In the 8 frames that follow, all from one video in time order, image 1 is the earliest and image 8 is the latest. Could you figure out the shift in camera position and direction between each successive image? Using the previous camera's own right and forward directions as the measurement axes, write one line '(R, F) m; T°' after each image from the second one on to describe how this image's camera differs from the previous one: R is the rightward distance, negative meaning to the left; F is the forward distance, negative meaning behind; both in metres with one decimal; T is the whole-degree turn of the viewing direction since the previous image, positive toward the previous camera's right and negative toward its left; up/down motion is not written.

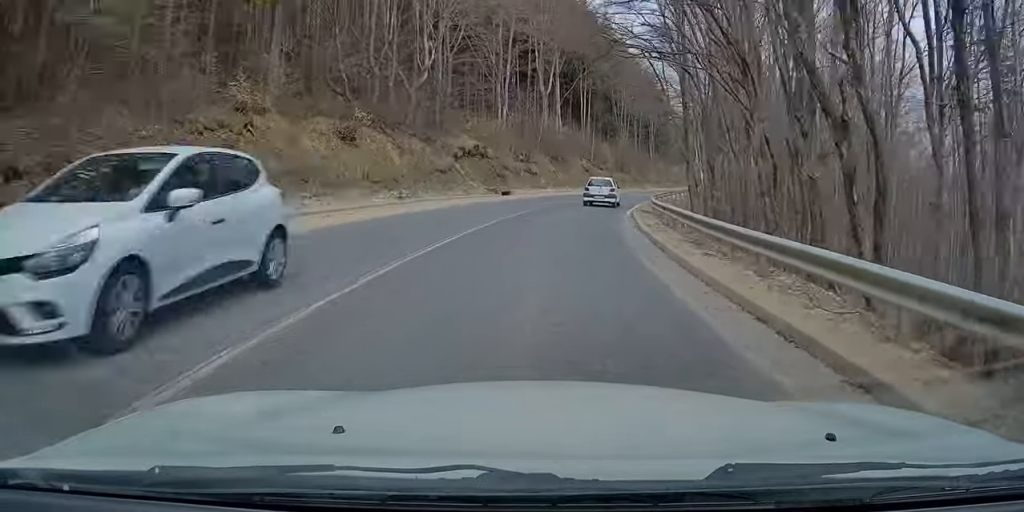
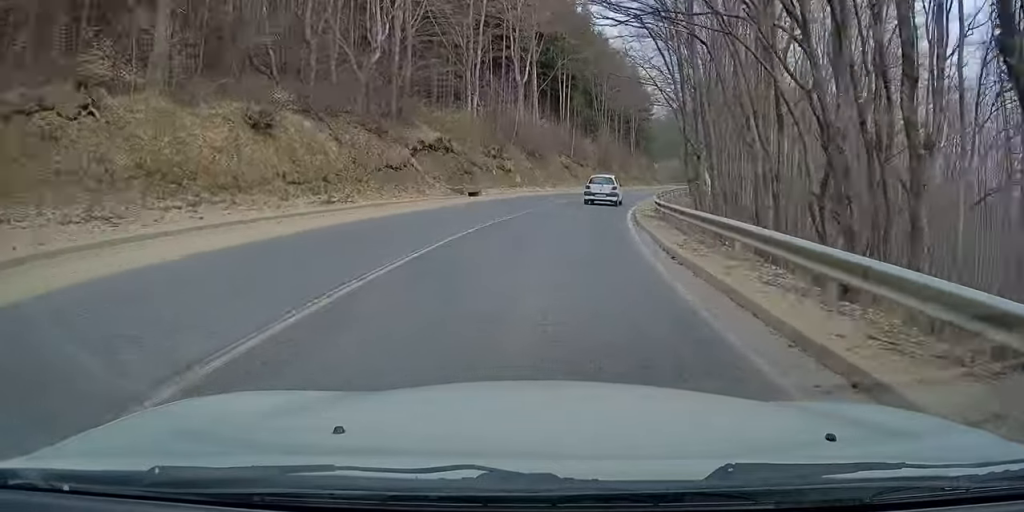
(+0.1, +6.1) m; +2°
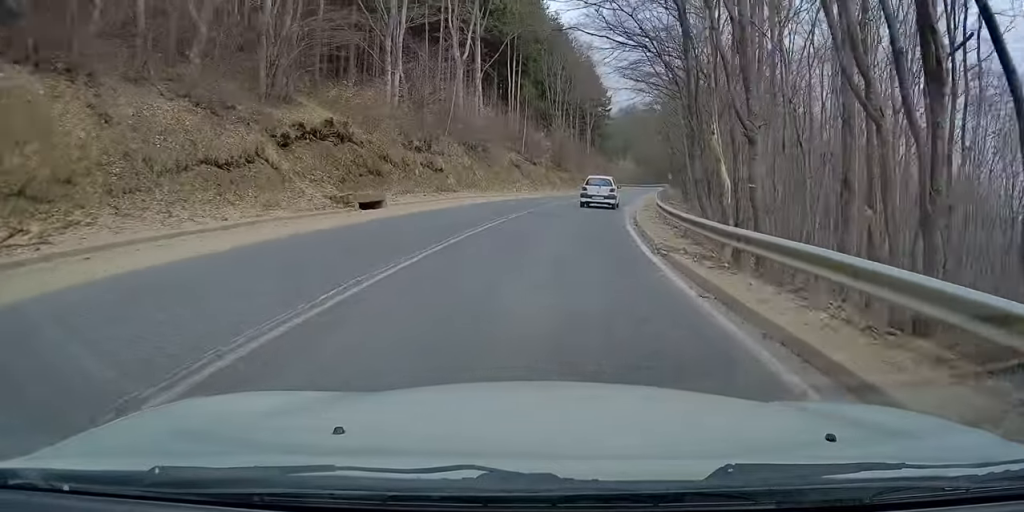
(+0.1, +11.4) m; +4°
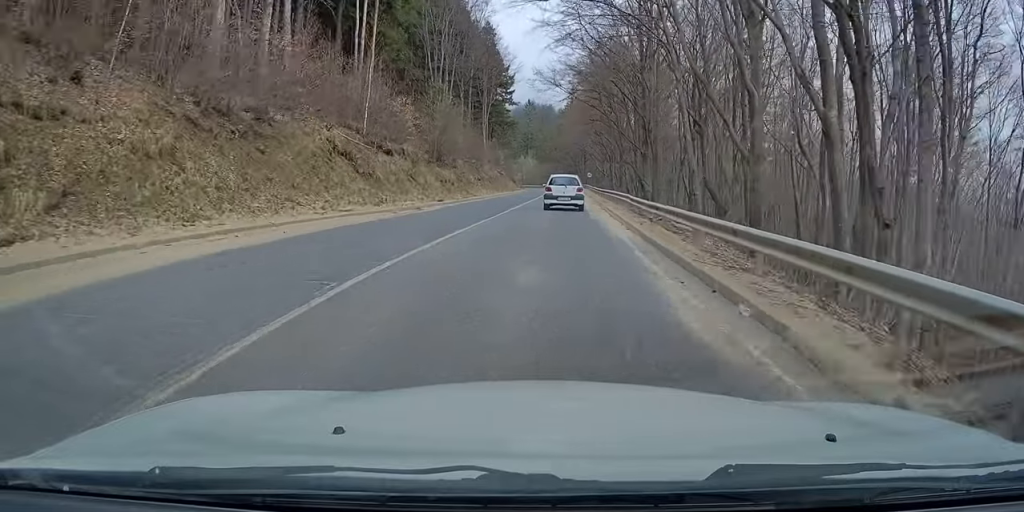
(+2.2, +24.4) m; +8°
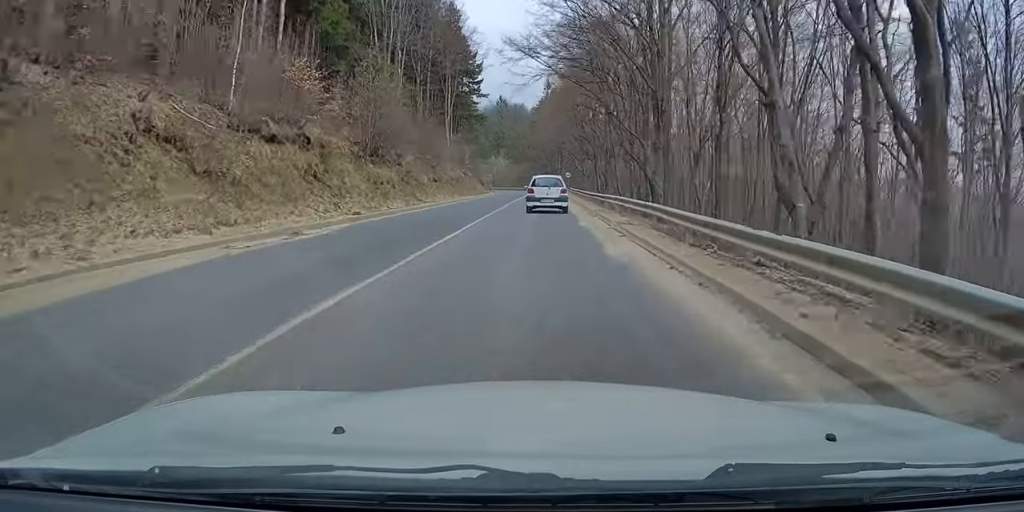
(+0.3, +11.1) m; +1°
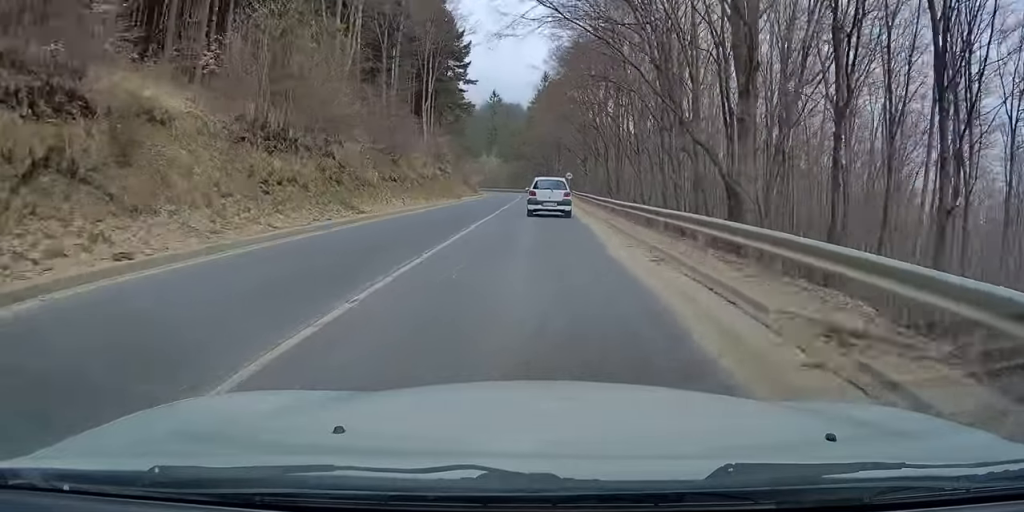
(+0.1, +12.3) m; 0°
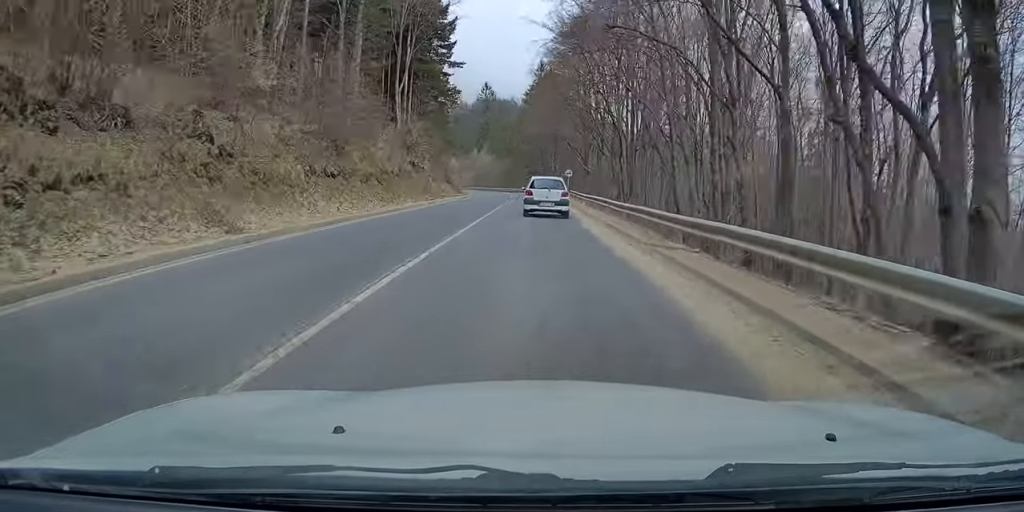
(-0.1, +9.9) m; 0°
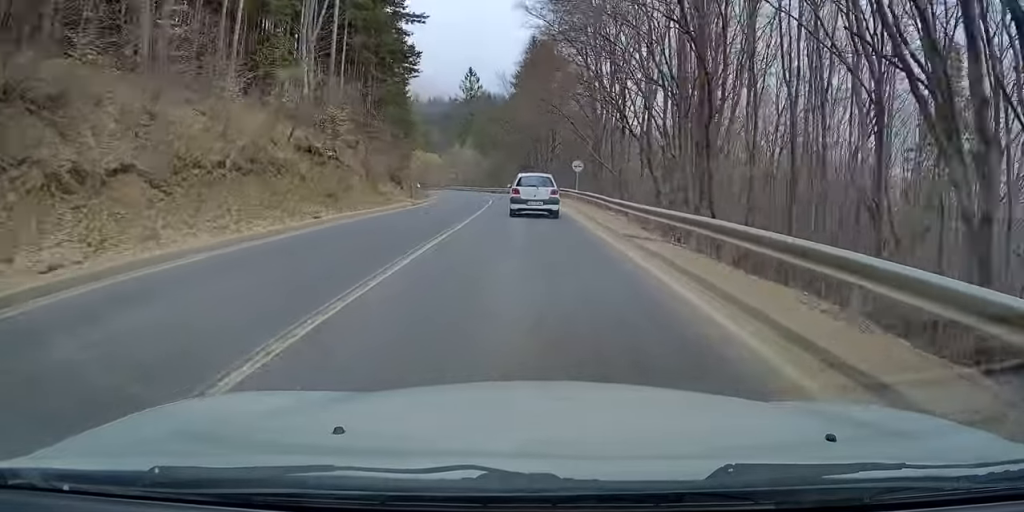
(+0.2, +20.0) m; +1°
